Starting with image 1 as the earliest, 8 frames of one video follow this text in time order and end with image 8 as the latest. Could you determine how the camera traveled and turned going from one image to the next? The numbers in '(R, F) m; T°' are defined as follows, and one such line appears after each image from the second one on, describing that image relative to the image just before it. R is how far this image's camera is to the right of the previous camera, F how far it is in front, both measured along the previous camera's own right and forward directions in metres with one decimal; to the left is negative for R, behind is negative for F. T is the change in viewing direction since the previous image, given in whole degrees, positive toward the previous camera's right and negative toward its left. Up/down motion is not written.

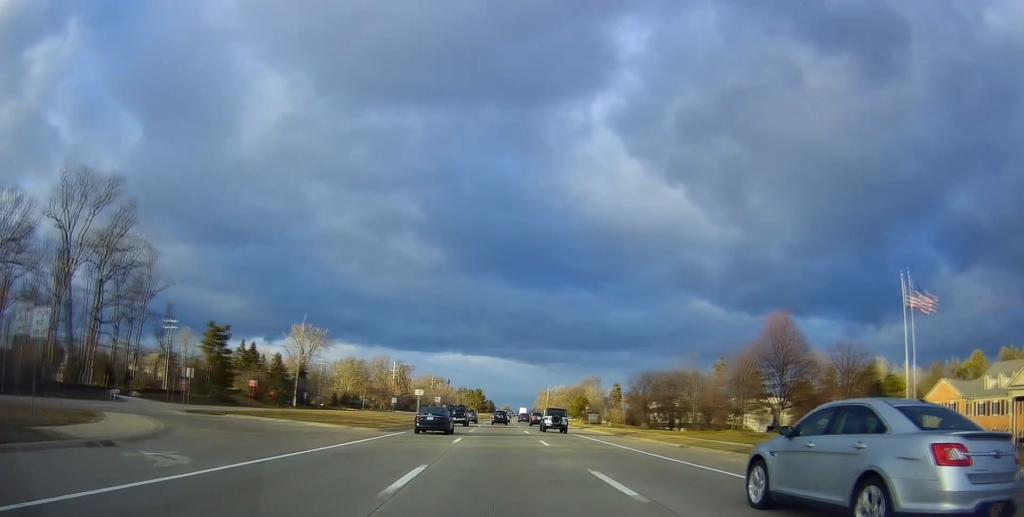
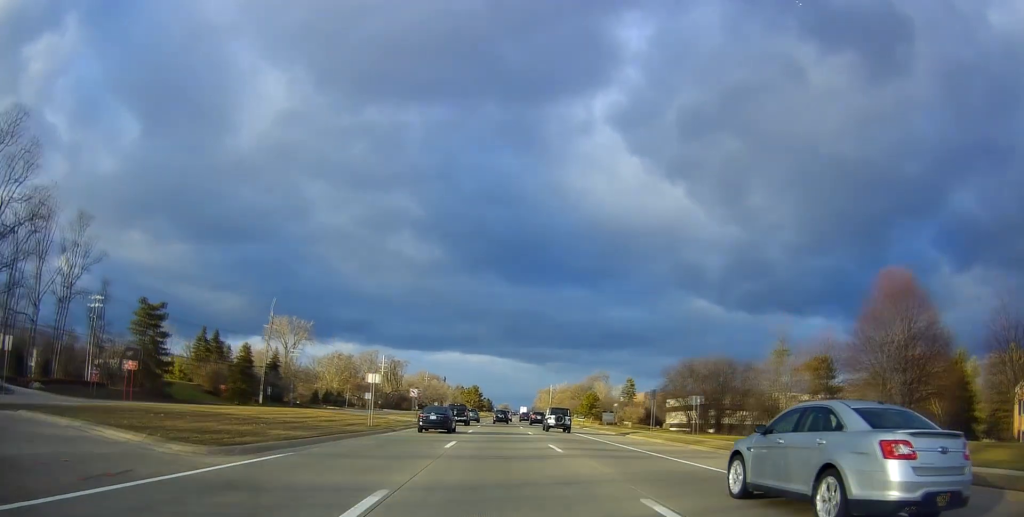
(-0.3, +19.2) m; -1°
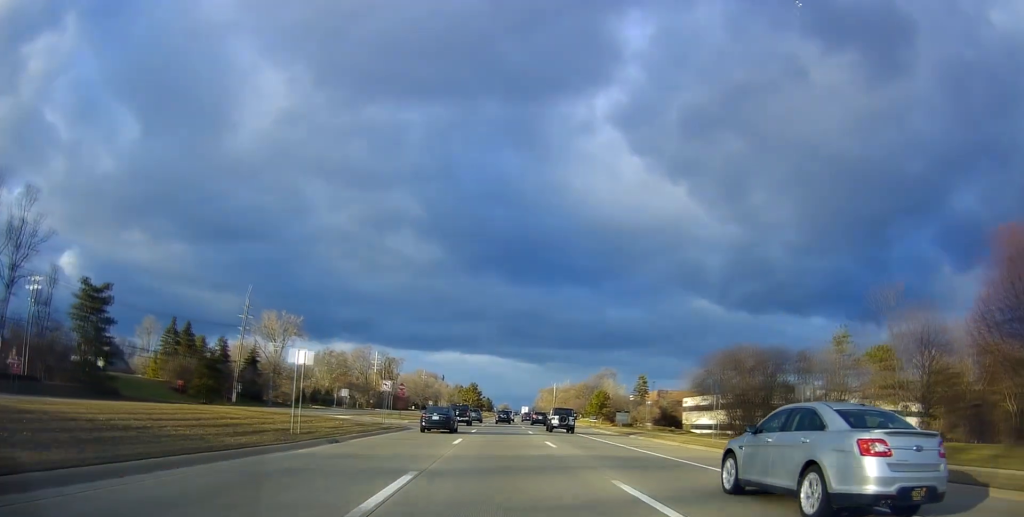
(0.0, +12.7) m; 0°
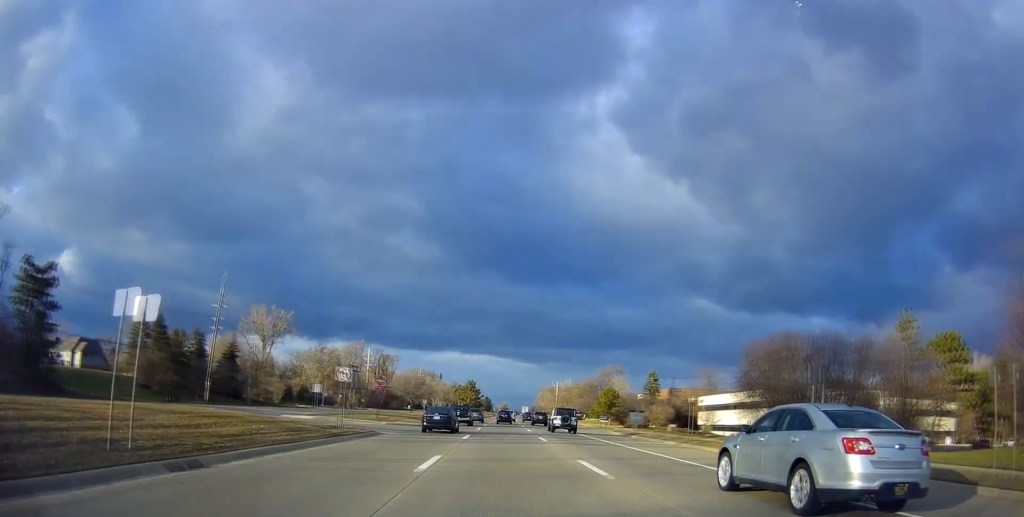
(0.0, +10.5) m; 0°
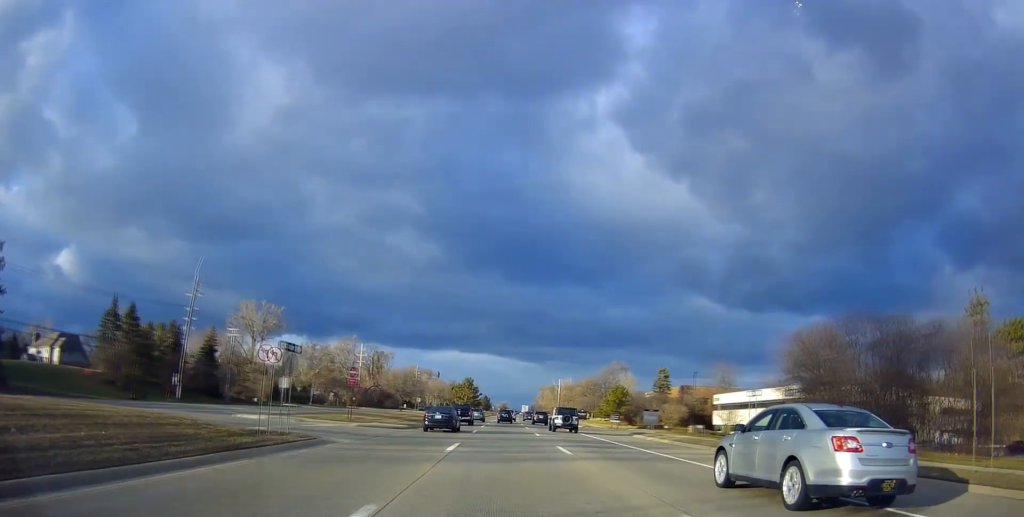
(0.0, +9.0) m; +1°
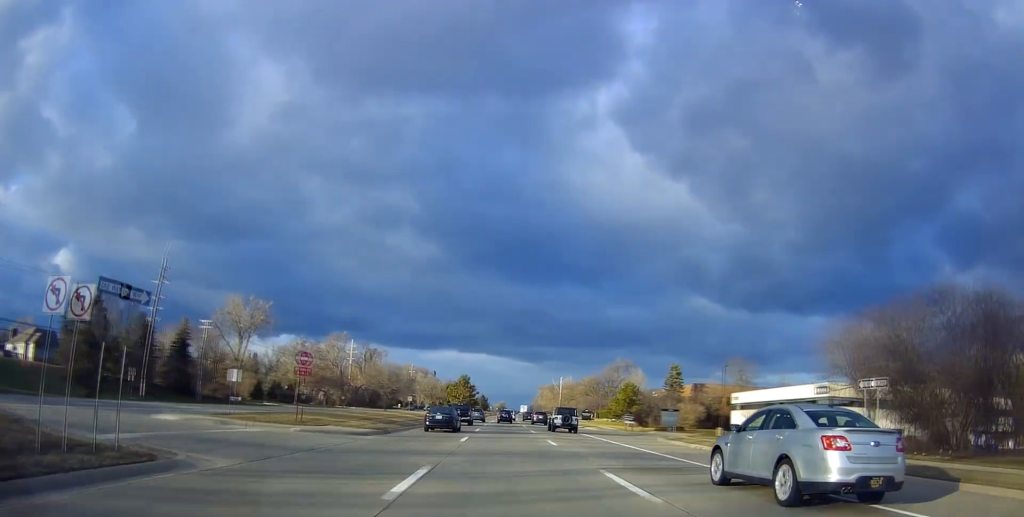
(-0.1, +9.7) m; +1°
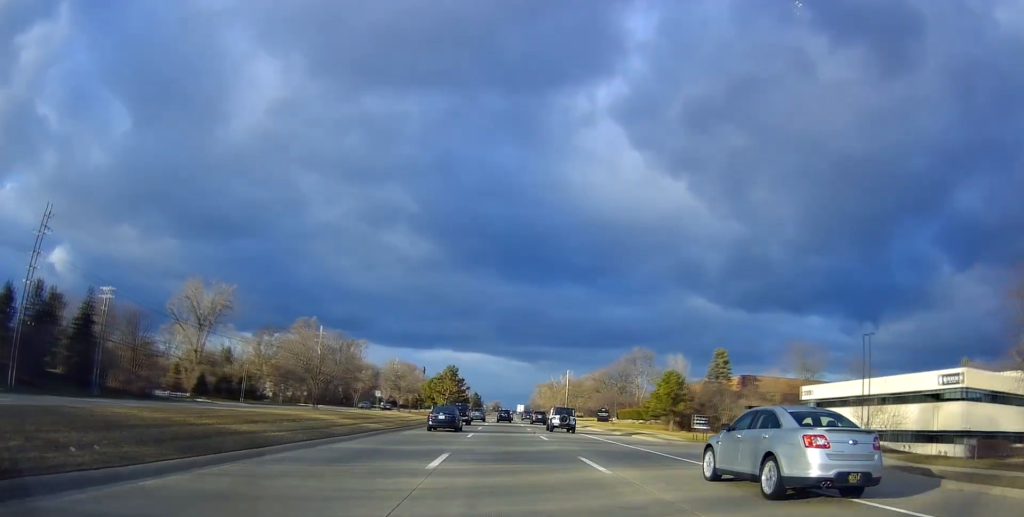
(+0.7, +26.2) m; +1°
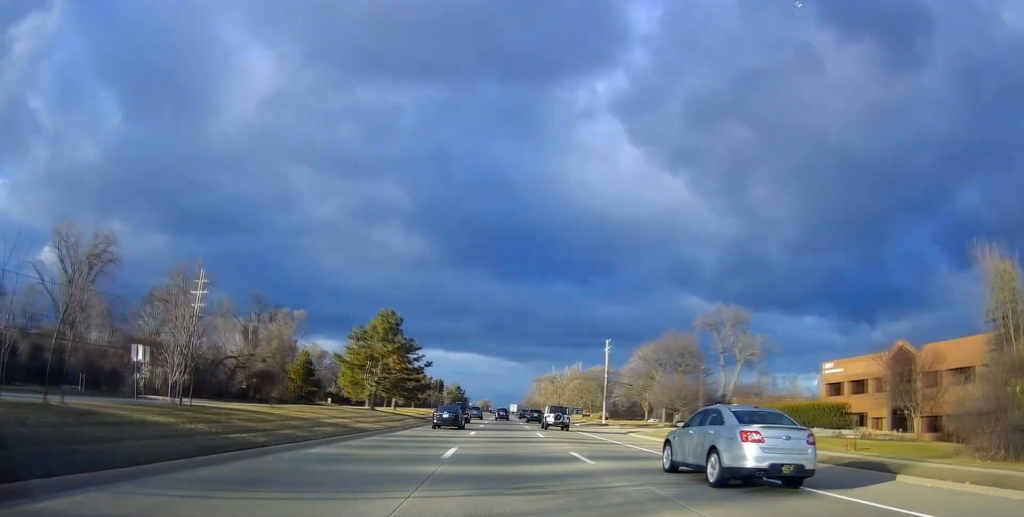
(-1.4, +58.8) m; 0°
